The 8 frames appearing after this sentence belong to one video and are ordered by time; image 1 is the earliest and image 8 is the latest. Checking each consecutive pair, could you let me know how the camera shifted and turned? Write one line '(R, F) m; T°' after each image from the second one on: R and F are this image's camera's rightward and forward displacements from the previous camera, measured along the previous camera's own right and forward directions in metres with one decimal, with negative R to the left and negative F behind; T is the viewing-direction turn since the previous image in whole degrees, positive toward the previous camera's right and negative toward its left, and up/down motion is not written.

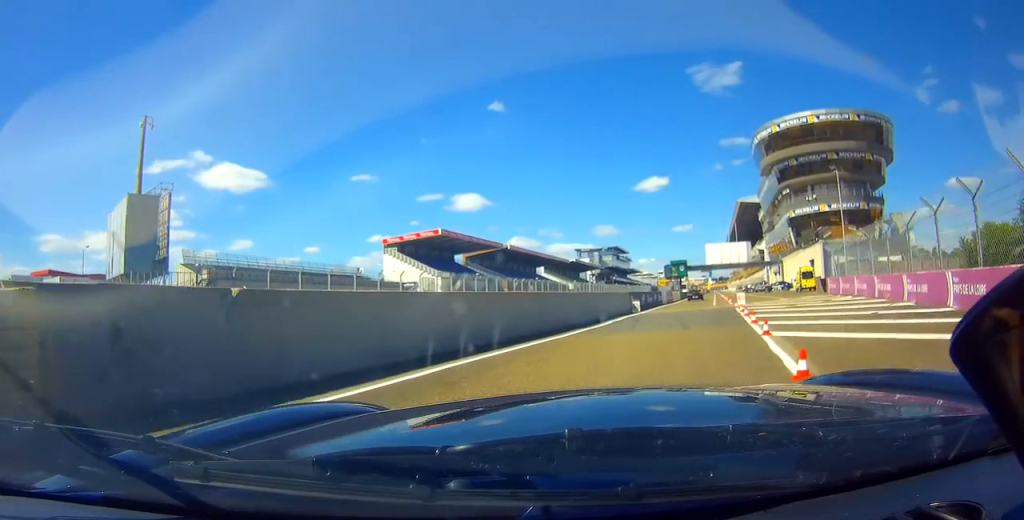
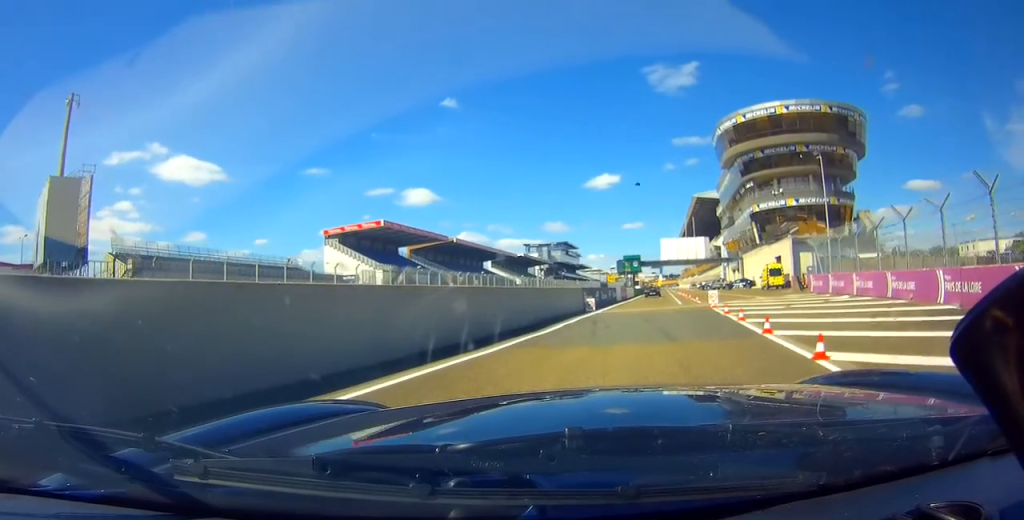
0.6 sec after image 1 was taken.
(+0.3, +4.6) m; +3°
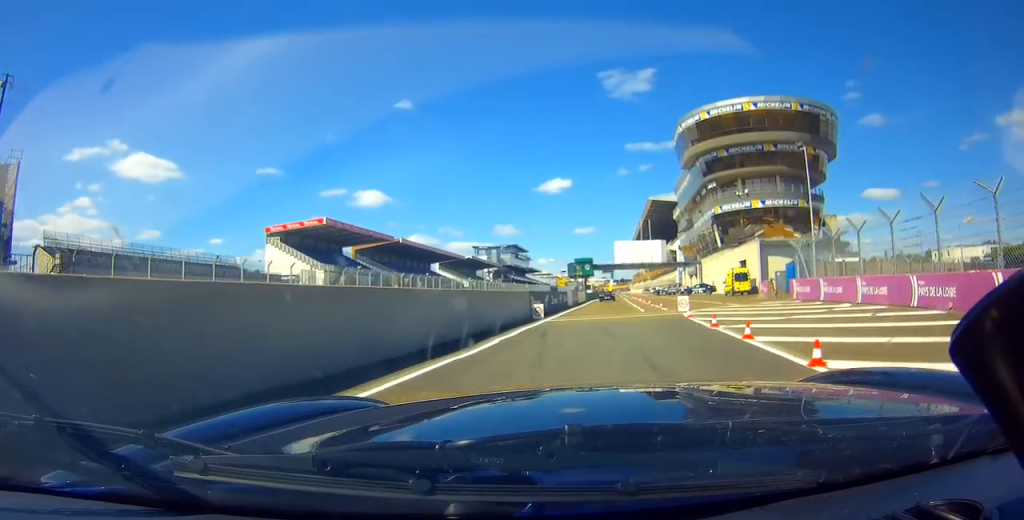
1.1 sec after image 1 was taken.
(+0.1, +4.3) m; +2°
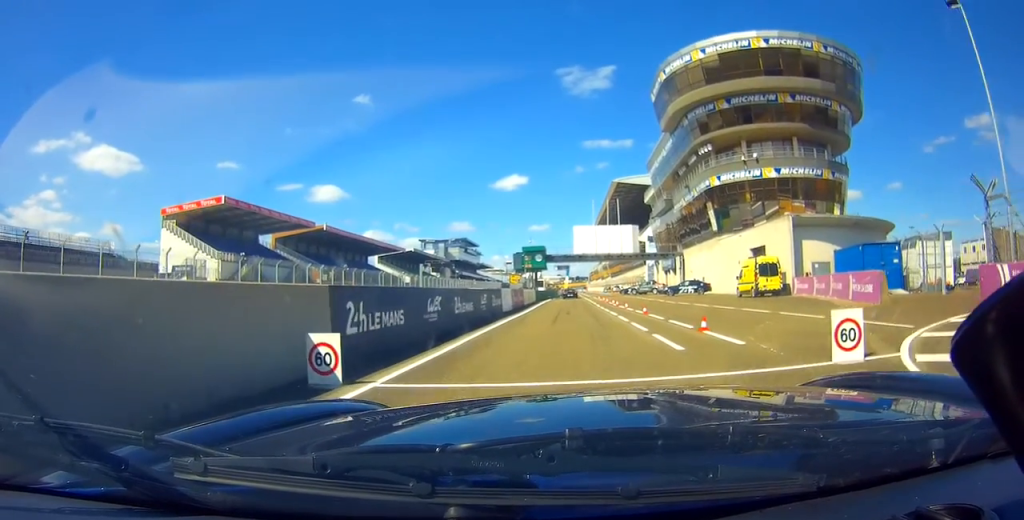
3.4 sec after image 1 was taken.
(+0.5, +18.4) m; +2°
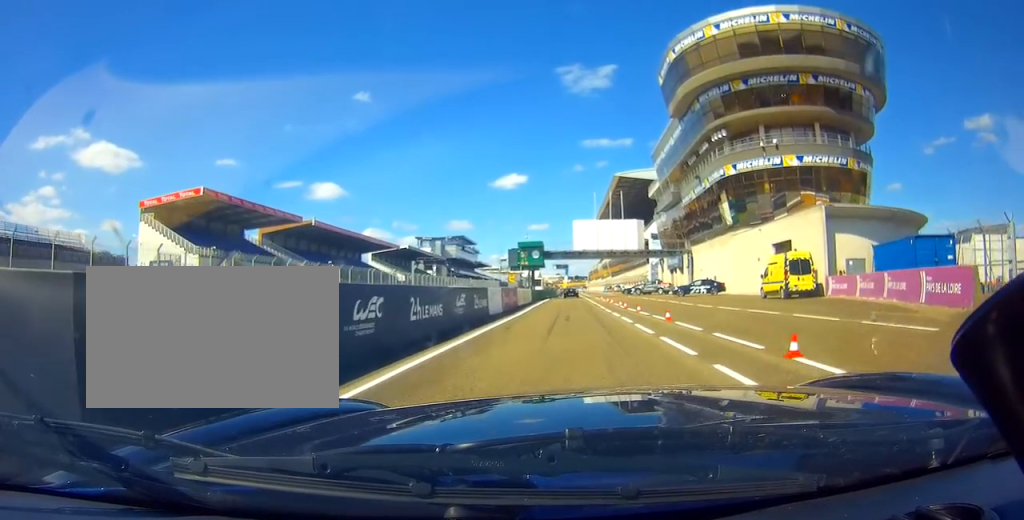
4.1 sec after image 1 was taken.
(0.0, +5.1) m; 0°
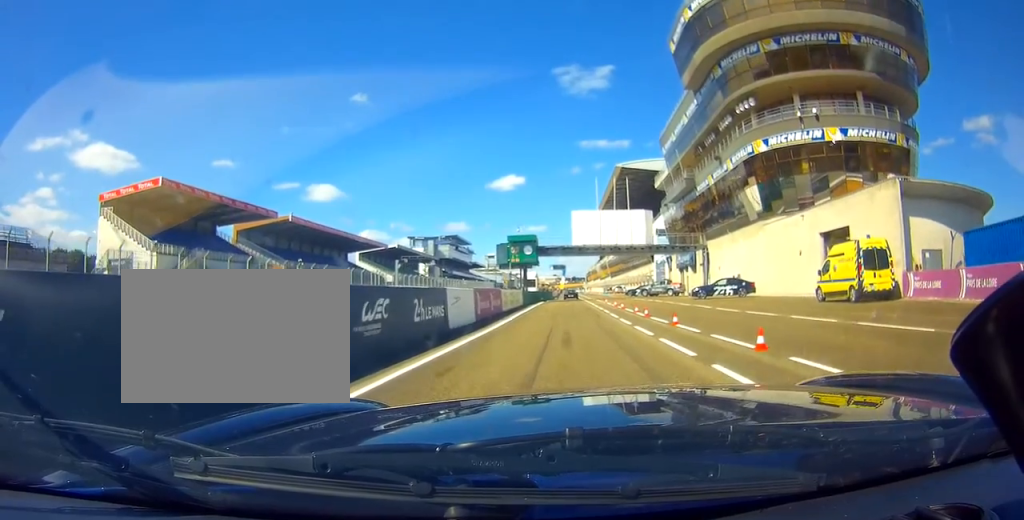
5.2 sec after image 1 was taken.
(+0.1, +8.5) m; +1°
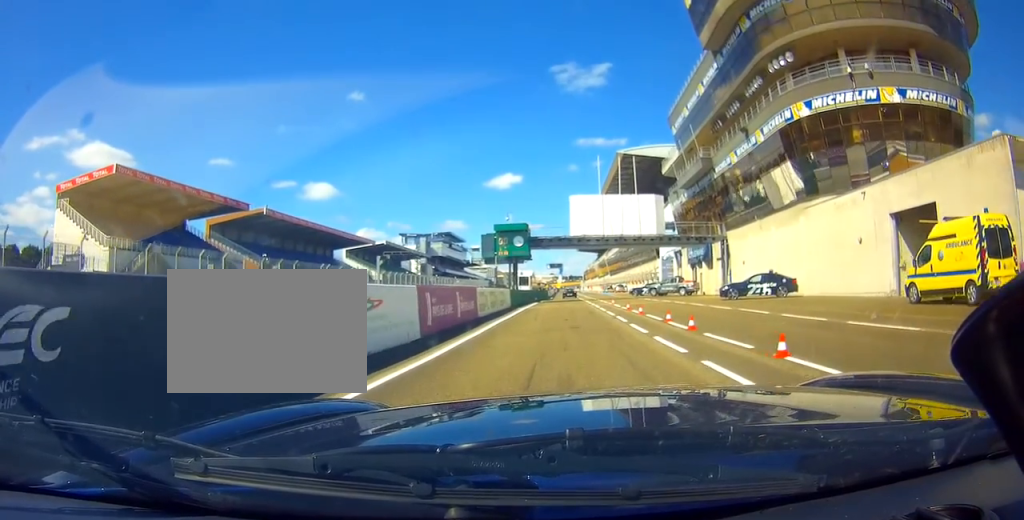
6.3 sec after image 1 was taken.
(0.0, +8.2) m; 0°
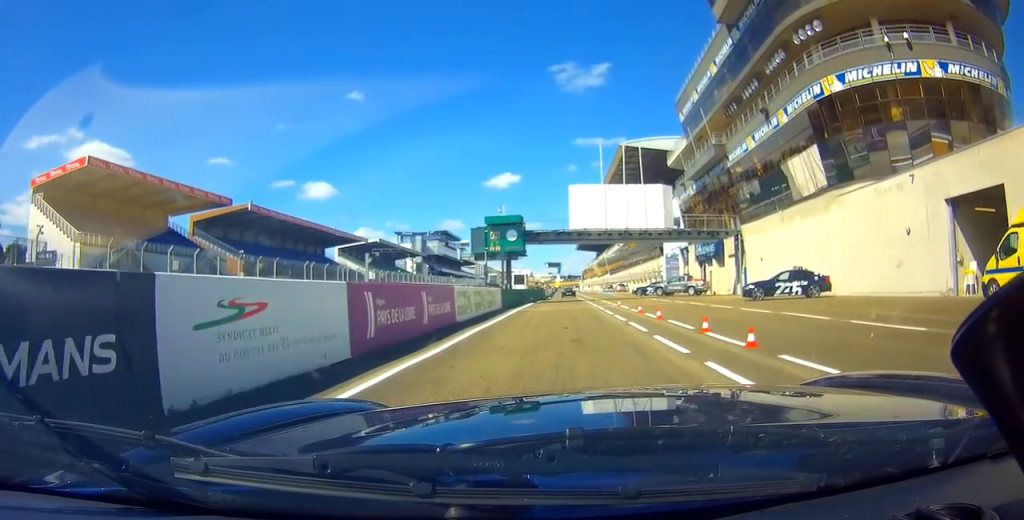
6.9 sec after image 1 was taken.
(0.0, +4.6) m; 0°
